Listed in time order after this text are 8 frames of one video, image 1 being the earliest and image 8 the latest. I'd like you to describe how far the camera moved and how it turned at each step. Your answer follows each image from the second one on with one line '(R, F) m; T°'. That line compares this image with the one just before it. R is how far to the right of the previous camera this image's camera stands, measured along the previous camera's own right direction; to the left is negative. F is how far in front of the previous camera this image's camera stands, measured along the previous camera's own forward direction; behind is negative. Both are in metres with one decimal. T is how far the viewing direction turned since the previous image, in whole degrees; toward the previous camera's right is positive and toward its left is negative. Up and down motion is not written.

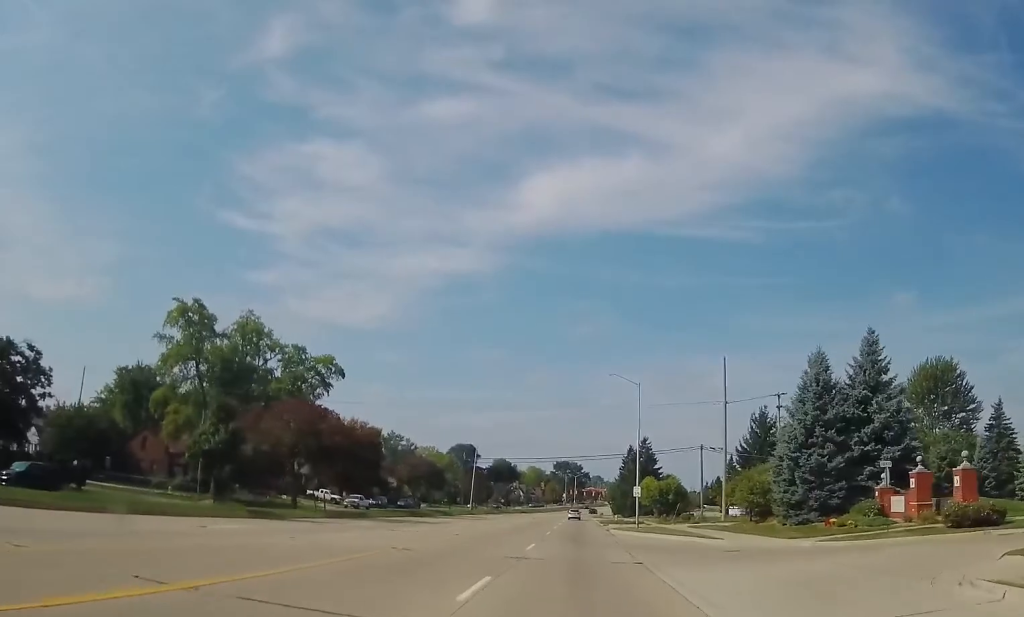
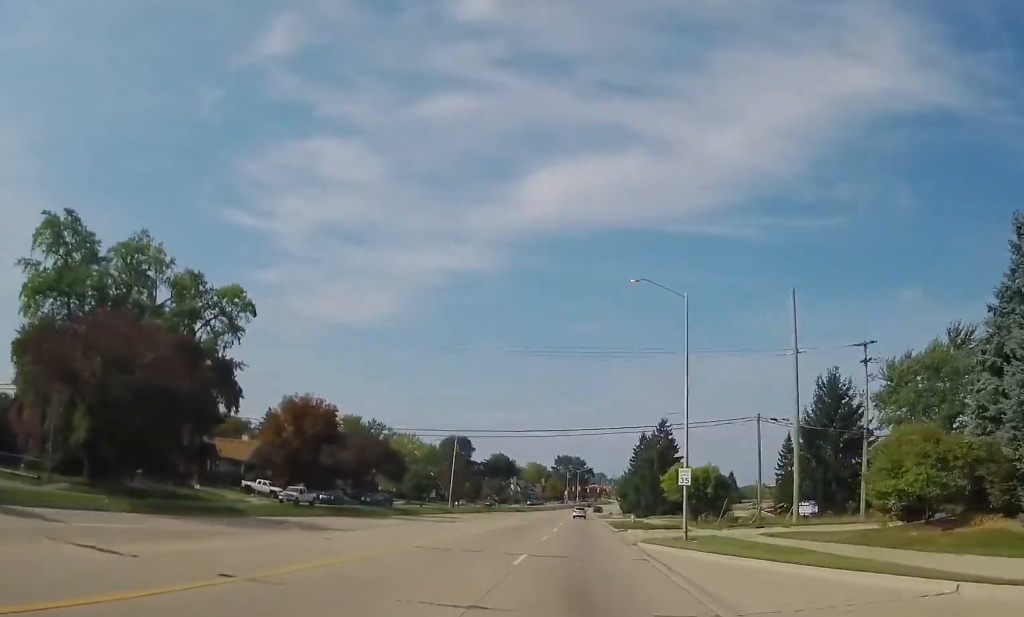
(0.0, +23.5) m; 0°
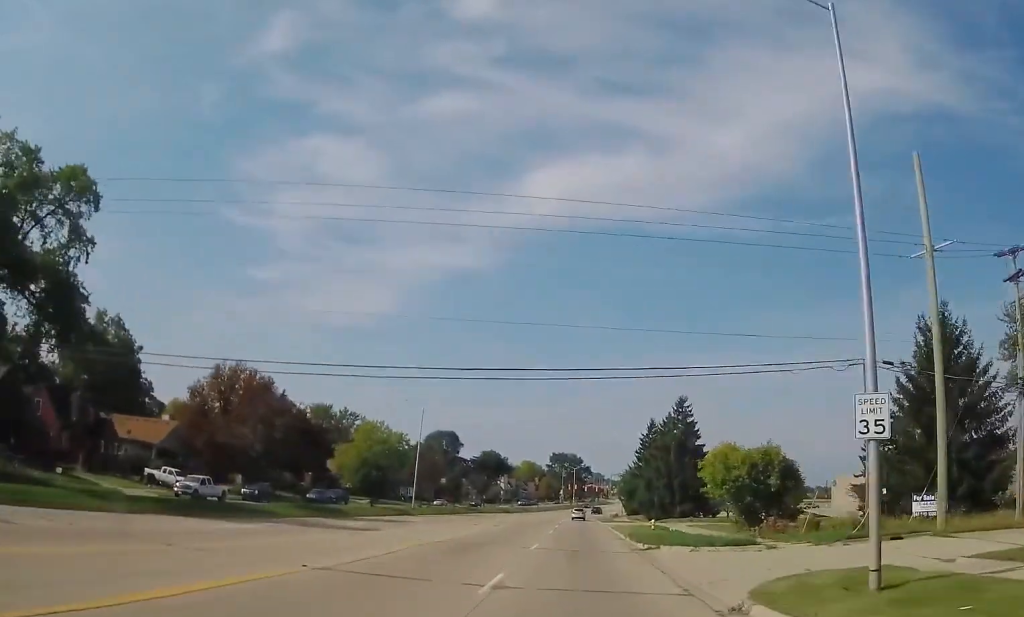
(0.0, +21.6) m; 0°
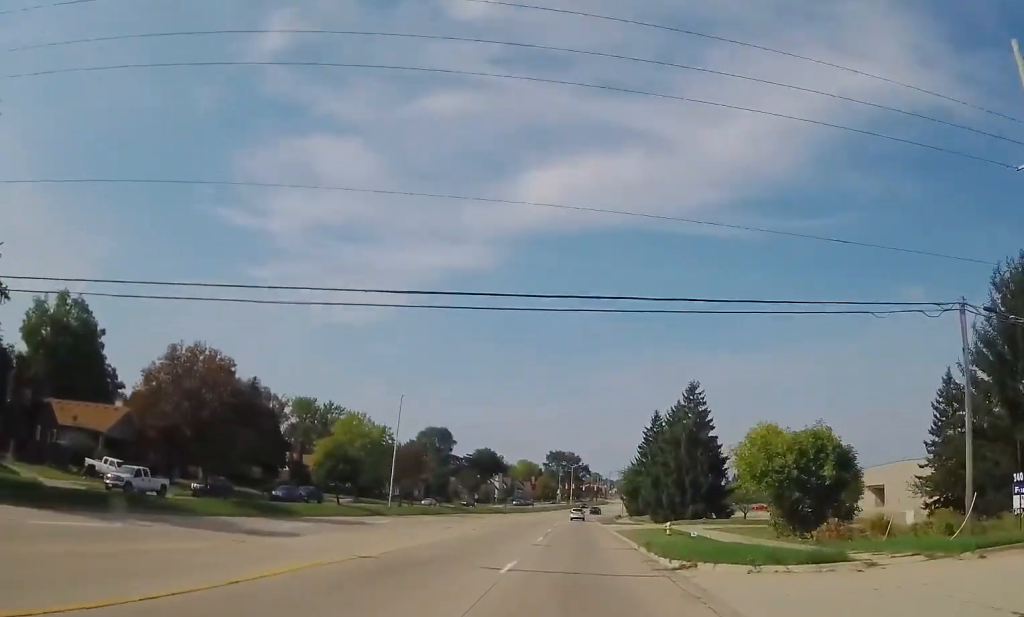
(0.0, +9.7) m; 0°
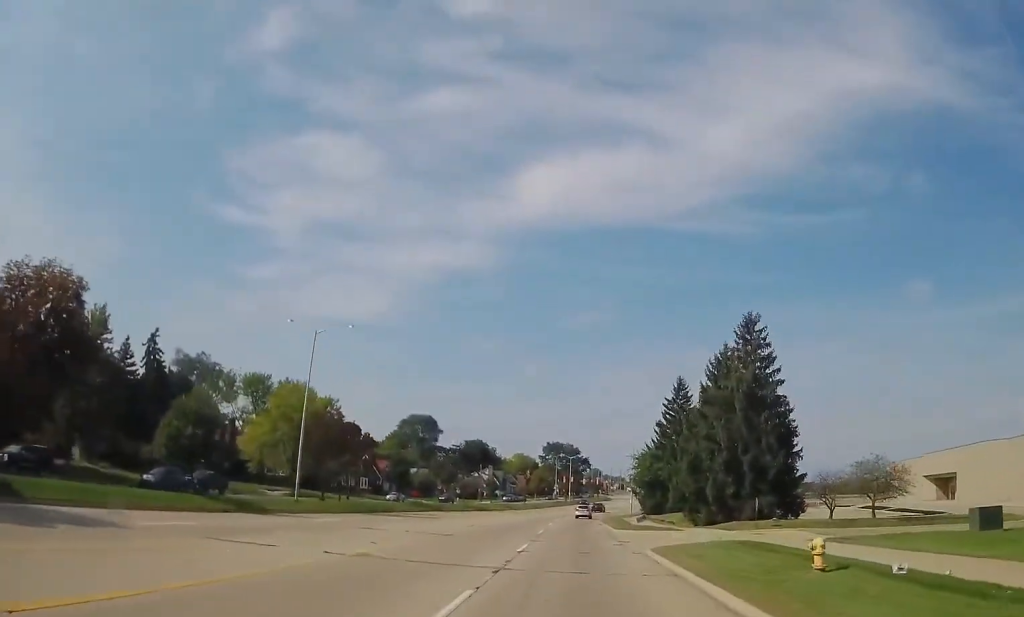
(+1.0, +25.4) m; +3°
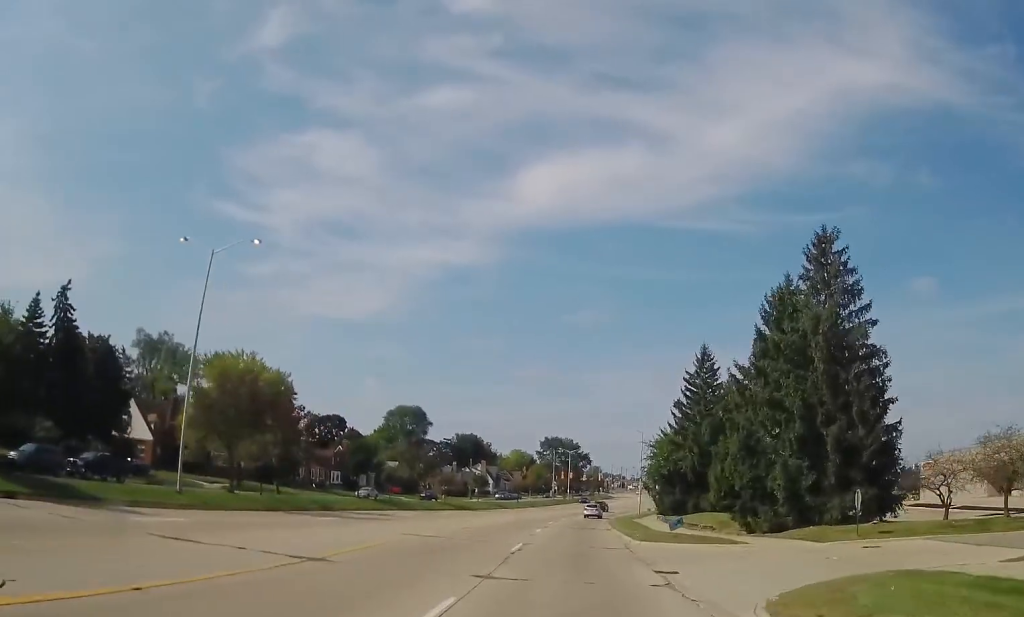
(-0.2, +15.8) m; -1°
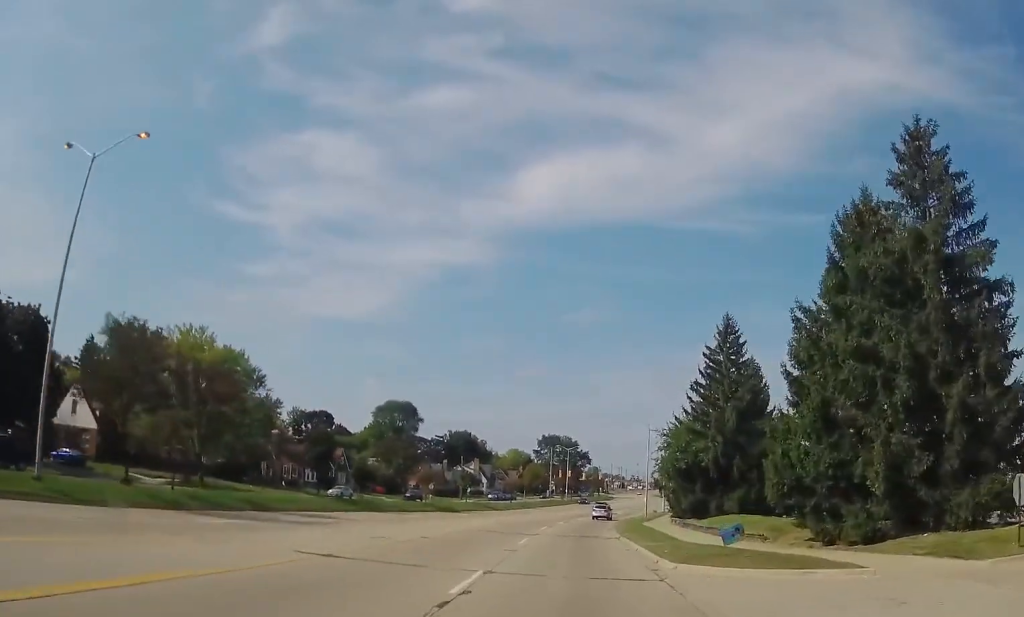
(-0.4, +10.8) m; 0°
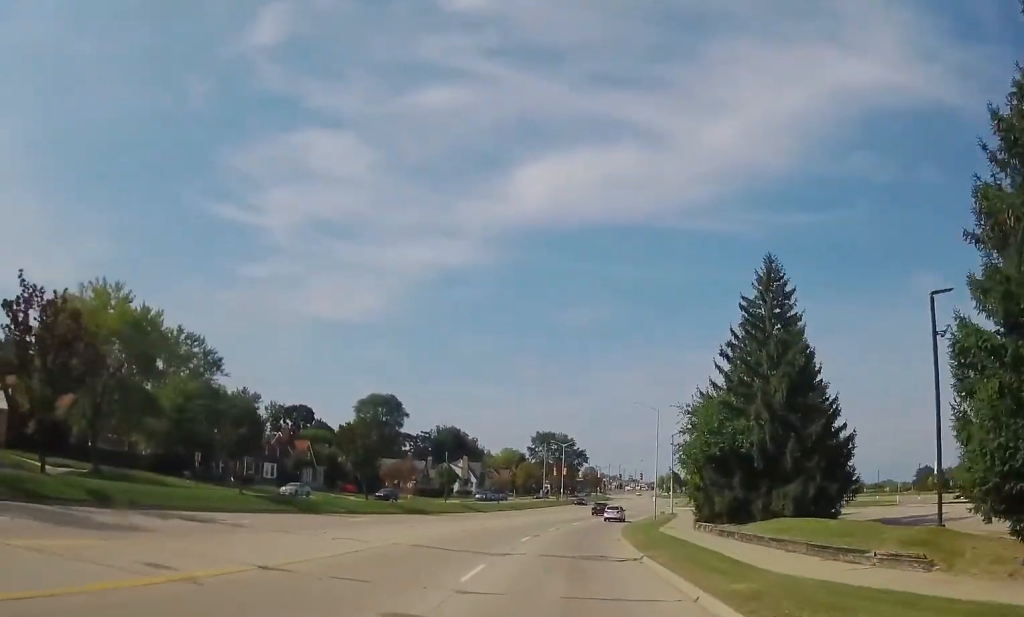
(+0.7, +13.6) m; +1°
